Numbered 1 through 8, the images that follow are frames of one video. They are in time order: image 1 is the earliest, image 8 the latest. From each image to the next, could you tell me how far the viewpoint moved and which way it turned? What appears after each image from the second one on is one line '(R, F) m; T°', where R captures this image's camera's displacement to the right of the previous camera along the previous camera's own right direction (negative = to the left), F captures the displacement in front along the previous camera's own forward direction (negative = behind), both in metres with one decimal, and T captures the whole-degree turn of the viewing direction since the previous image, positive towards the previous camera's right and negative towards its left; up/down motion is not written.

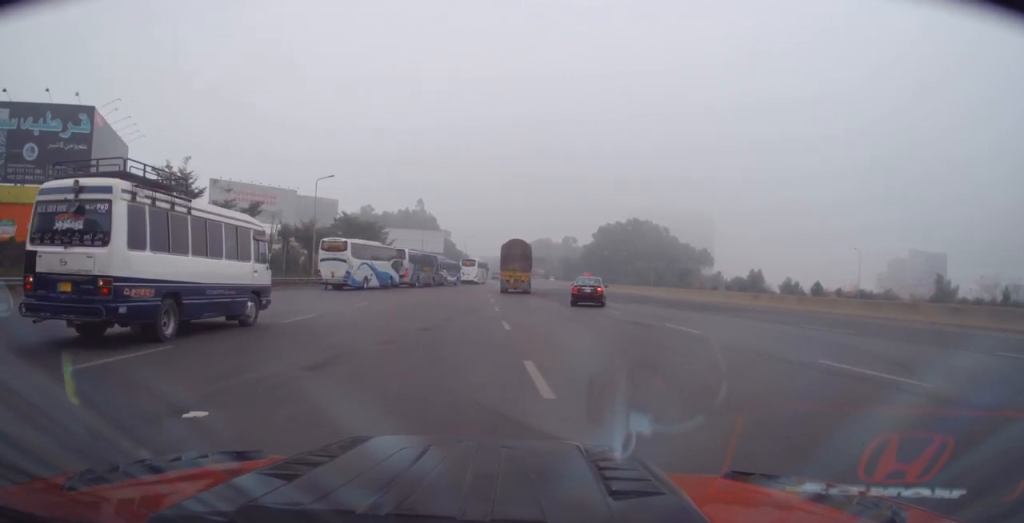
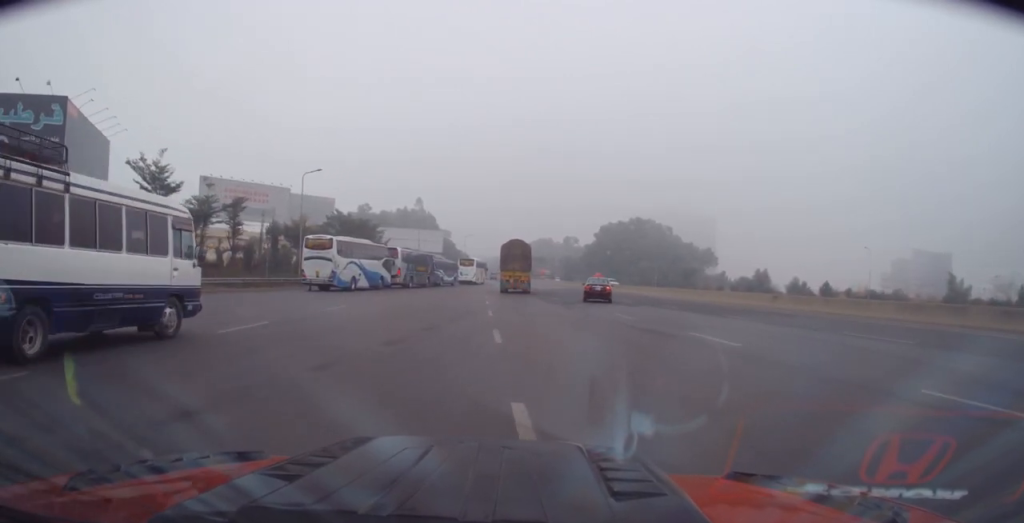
(0.0, +3.5) m; 0°
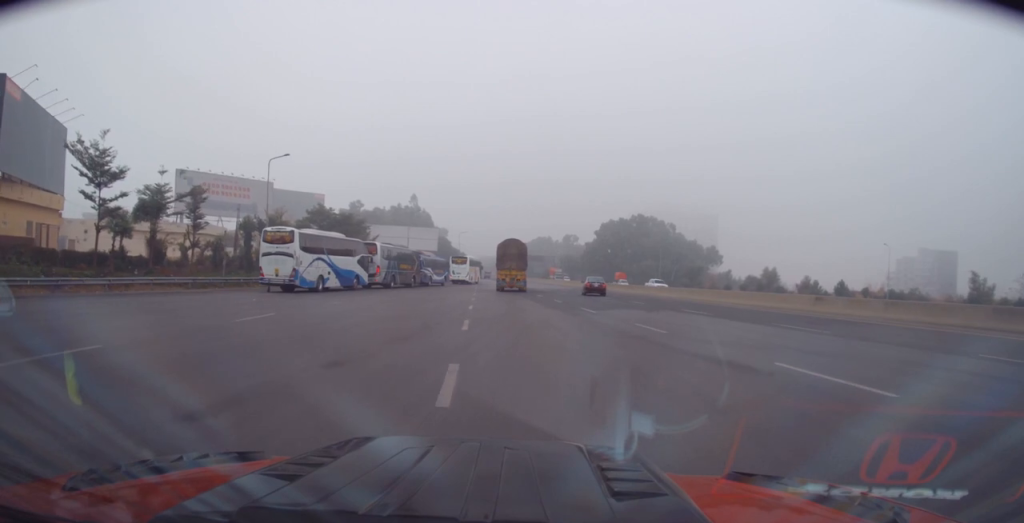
(0.0, +6.6) m; +1°
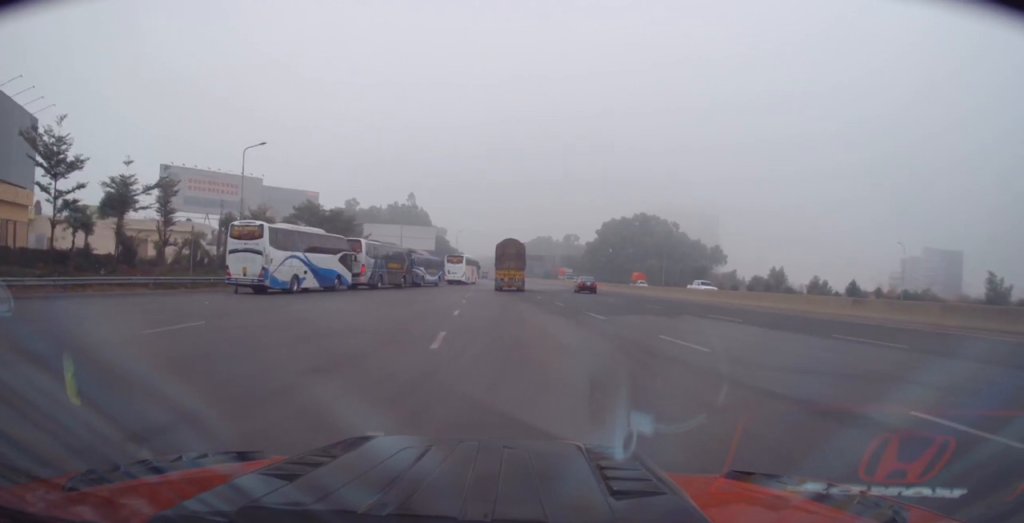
(0.0, +4.2) m; +1°
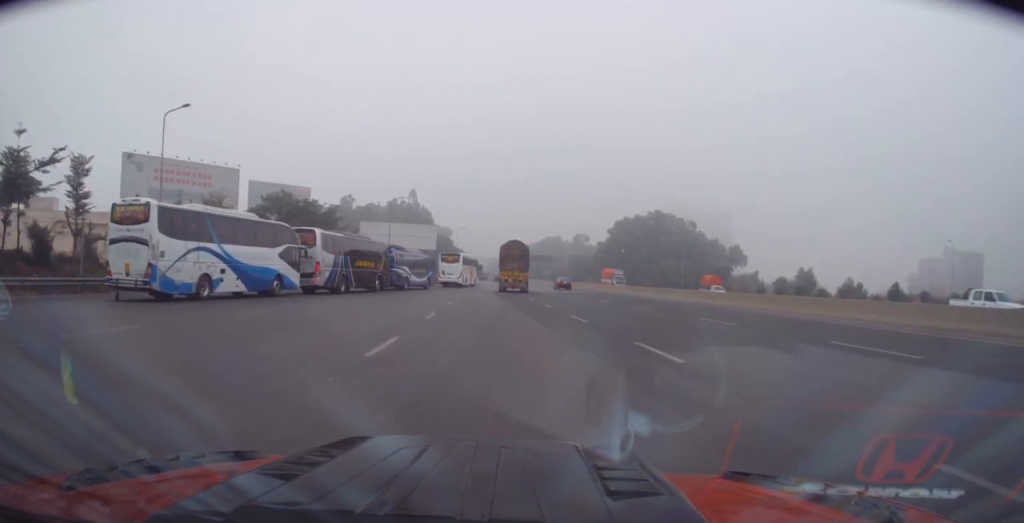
(+0.4, +11.1) m; 0°
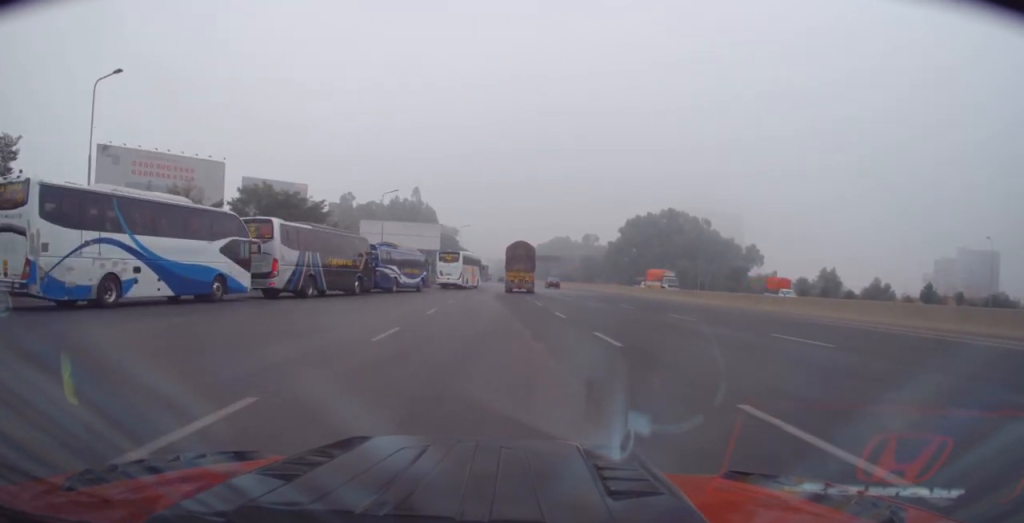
(-0.2, +6.9) m; -2°
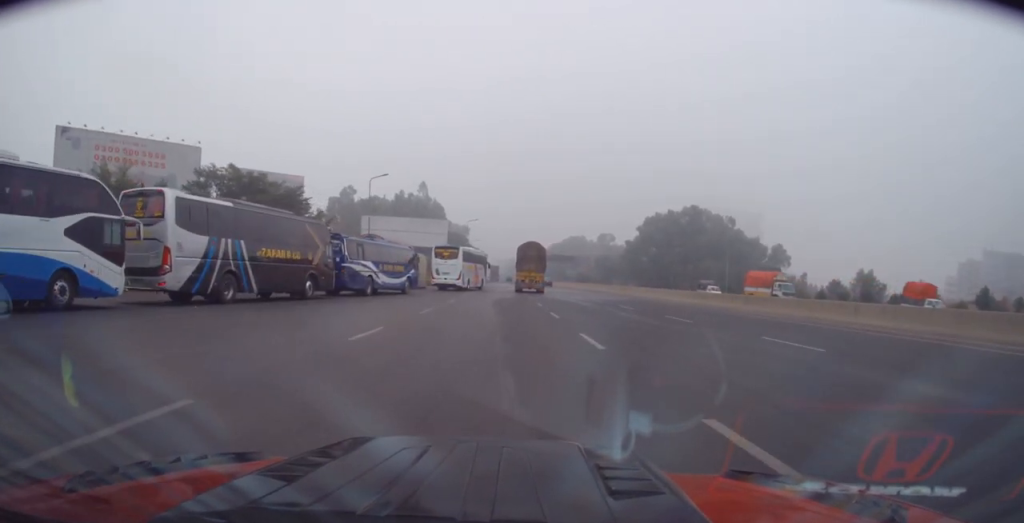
(+0.1, +10.0) m; +1°
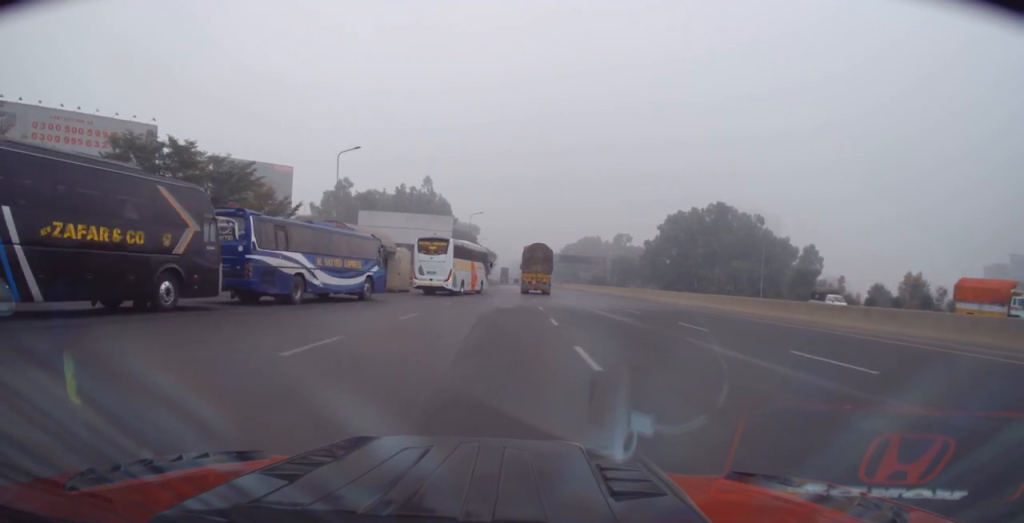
(-0.3, +12.3) m; -4°
